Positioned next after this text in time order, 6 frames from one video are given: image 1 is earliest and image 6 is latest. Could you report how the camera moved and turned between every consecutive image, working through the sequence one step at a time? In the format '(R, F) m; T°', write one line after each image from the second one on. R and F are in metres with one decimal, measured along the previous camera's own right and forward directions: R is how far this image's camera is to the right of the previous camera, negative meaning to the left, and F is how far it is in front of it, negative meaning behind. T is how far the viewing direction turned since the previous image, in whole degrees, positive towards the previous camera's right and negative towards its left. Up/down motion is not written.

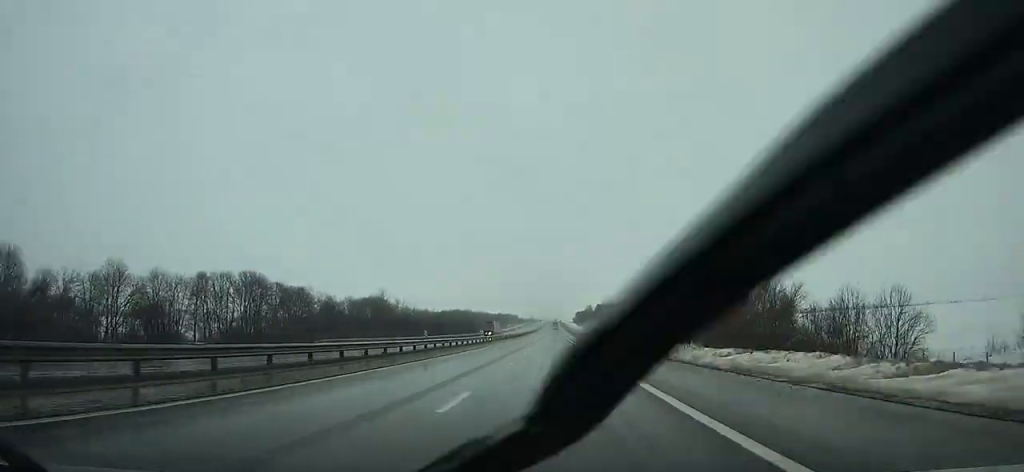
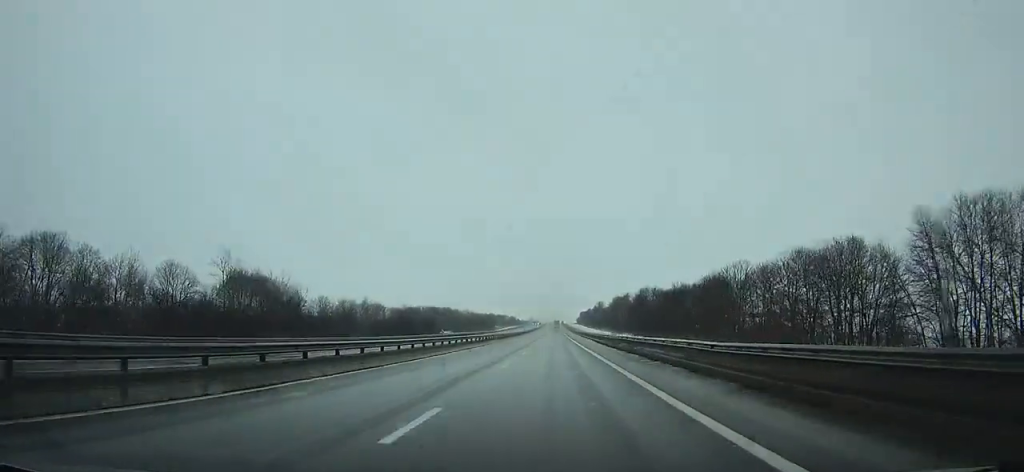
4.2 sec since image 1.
(+0.2, +100.1) m; 0°
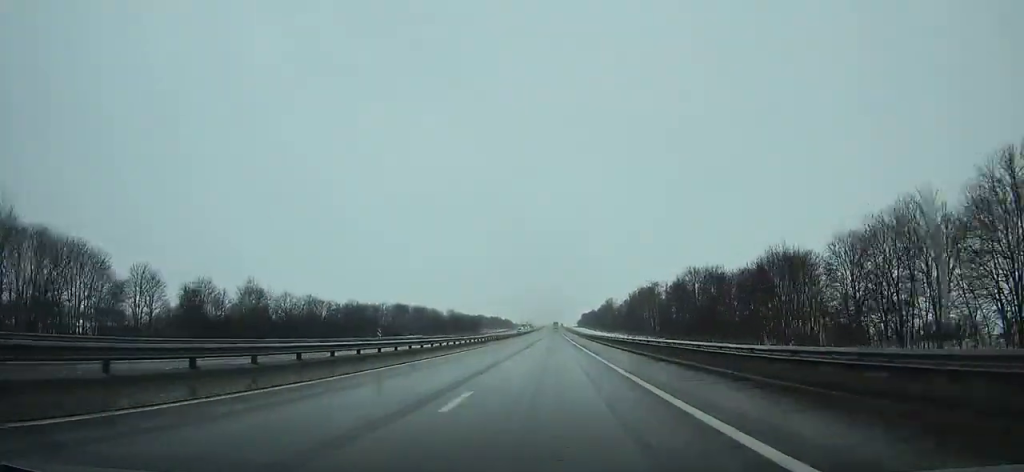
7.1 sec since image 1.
(0.0, +71.0) m; +2°
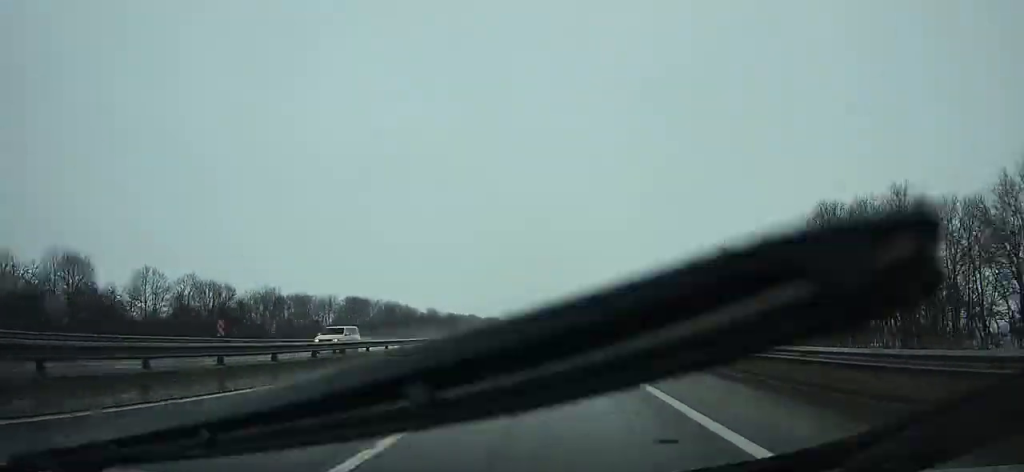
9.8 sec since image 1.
(+1.7, +66.7) m; -1°
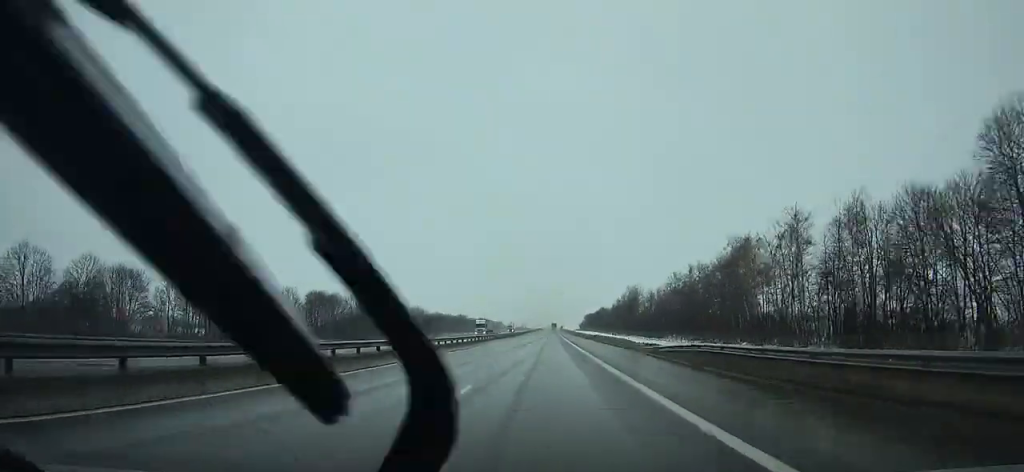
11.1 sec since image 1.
(+2.4, +32.2) m; -1°
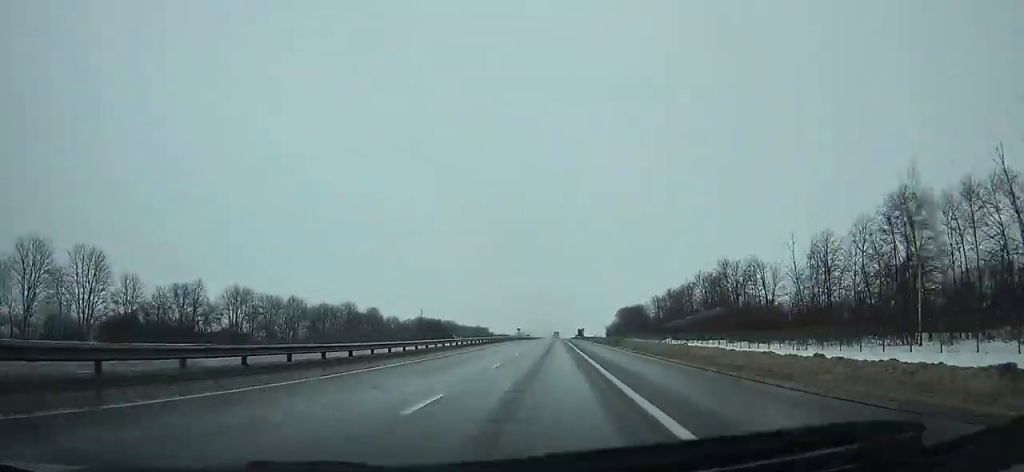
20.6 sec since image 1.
(-7.5, +226.4) m; 0°
